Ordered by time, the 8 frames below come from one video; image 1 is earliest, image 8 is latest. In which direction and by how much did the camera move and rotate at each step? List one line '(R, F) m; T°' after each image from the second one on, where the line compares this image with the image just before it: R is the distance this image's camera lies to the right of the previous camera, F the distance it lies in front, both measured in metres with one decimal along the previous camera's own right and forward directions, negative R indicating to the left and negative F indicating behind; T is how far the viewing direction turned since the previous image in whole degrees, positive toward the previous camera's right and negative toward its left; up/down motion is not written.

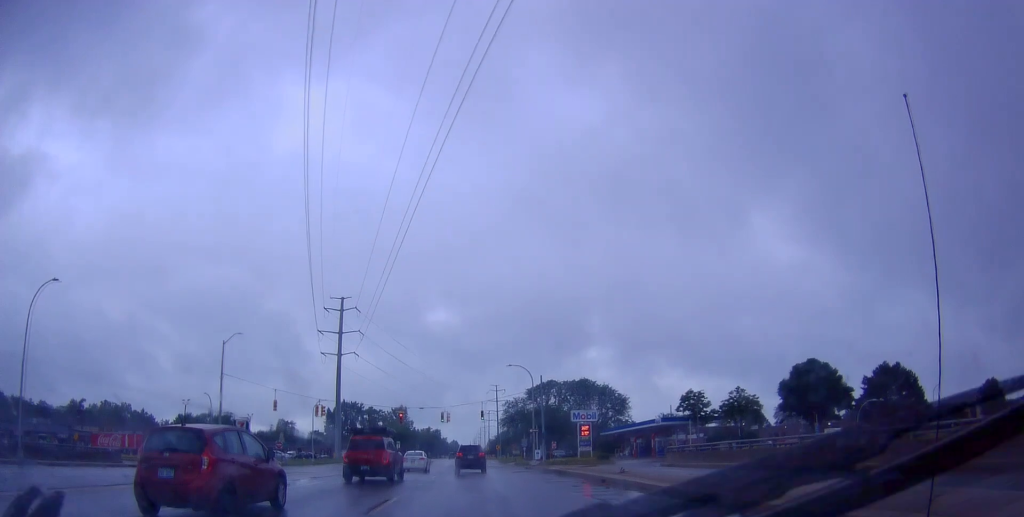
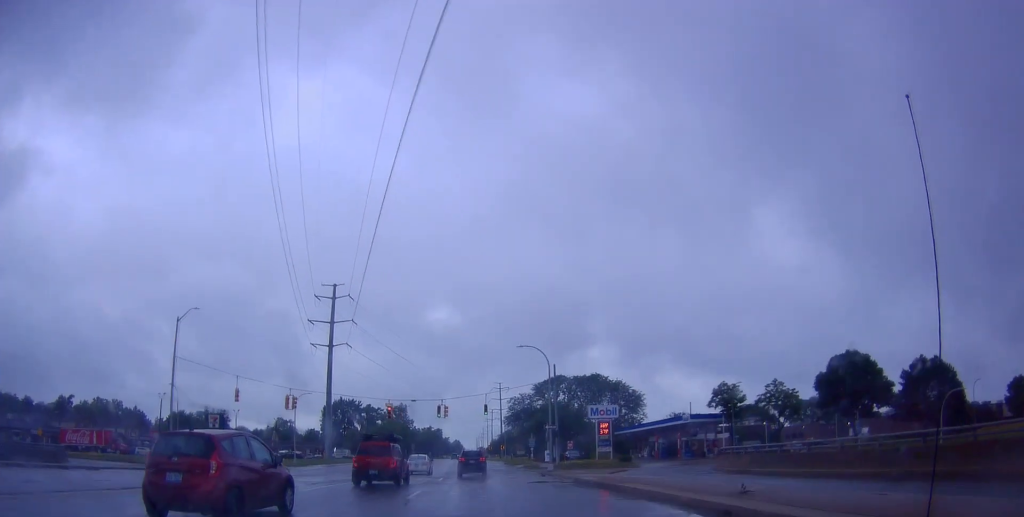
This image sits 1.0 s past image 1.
(-1.0, +9.2) m; -2°
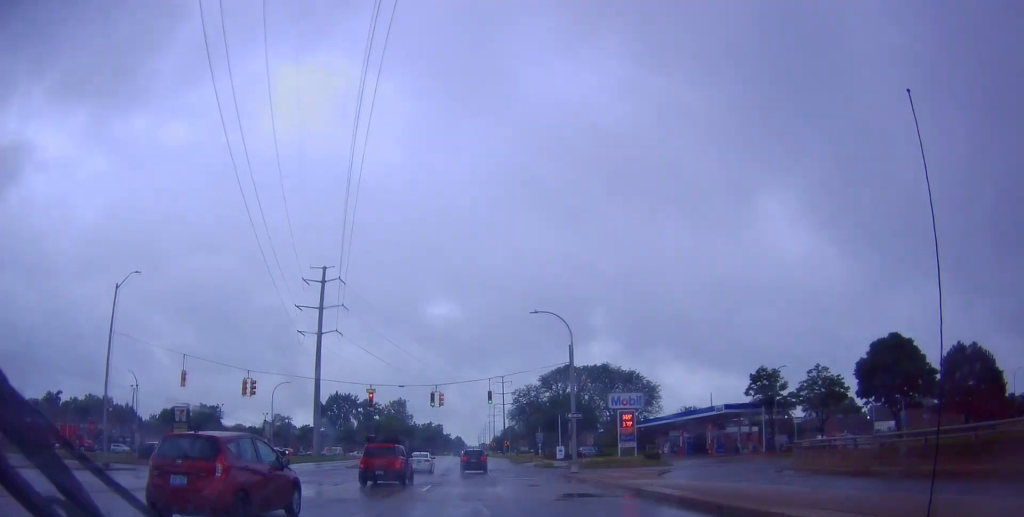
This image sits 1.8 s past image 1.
(+0.6, +8.9) m; -2°
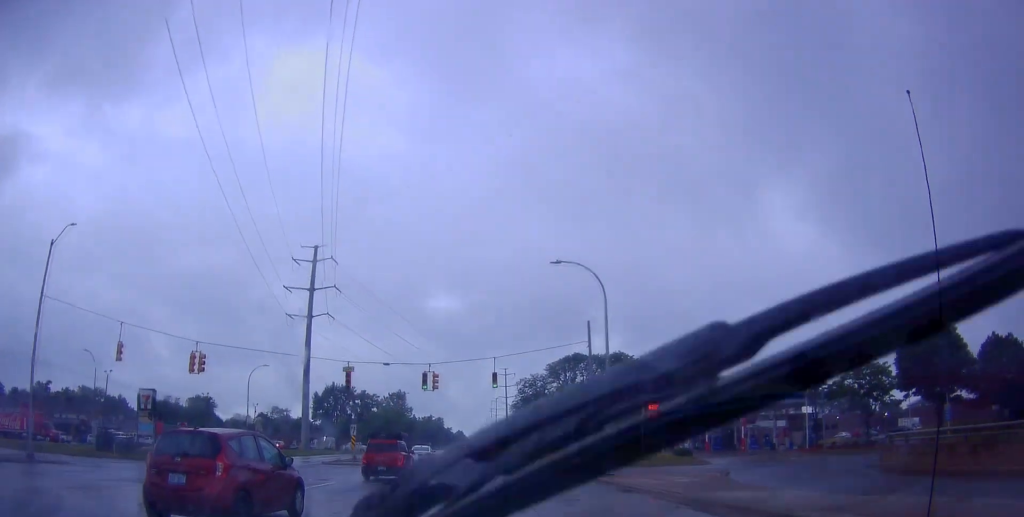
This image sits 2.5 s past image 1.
(-0.3, +7.8) m; -1°
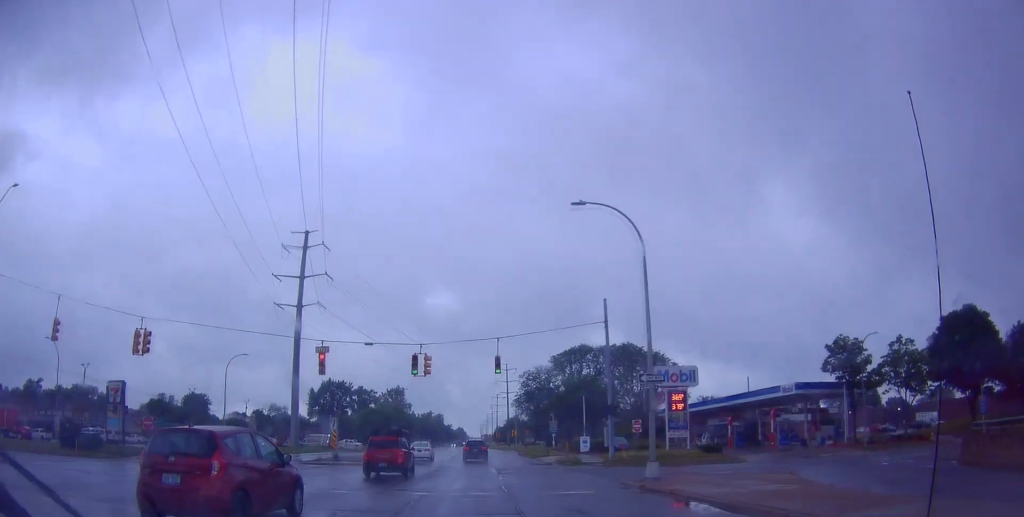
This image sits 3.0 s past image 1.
(-0.7, +5.8) m; 0°
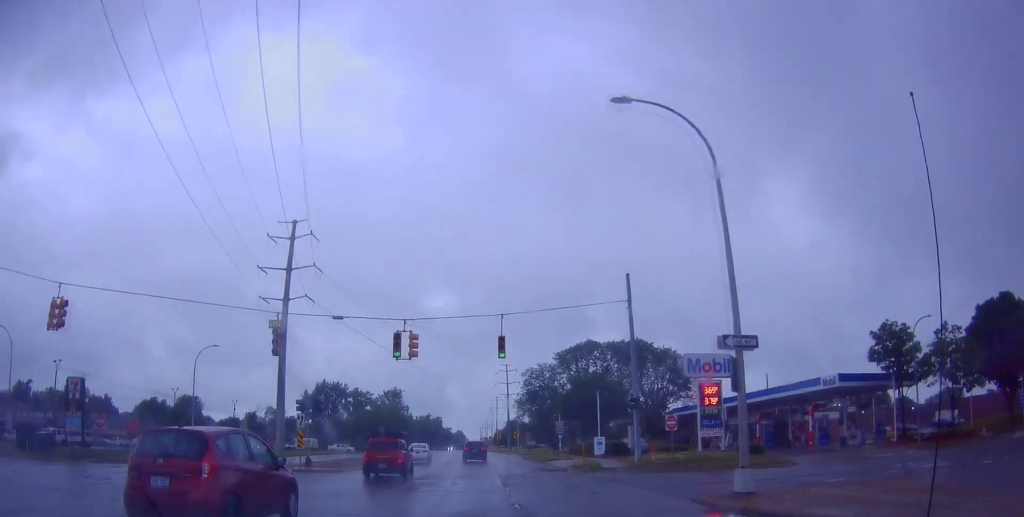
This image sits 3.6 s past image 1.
(+0.5, +6.6) m; +1°
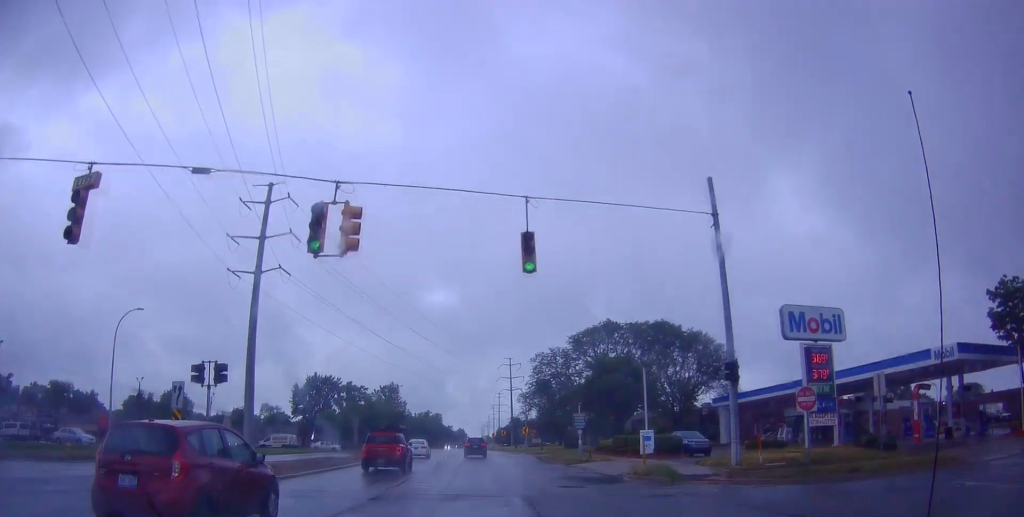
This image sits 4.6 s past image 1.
(+0.4, +12.8) m; +1°
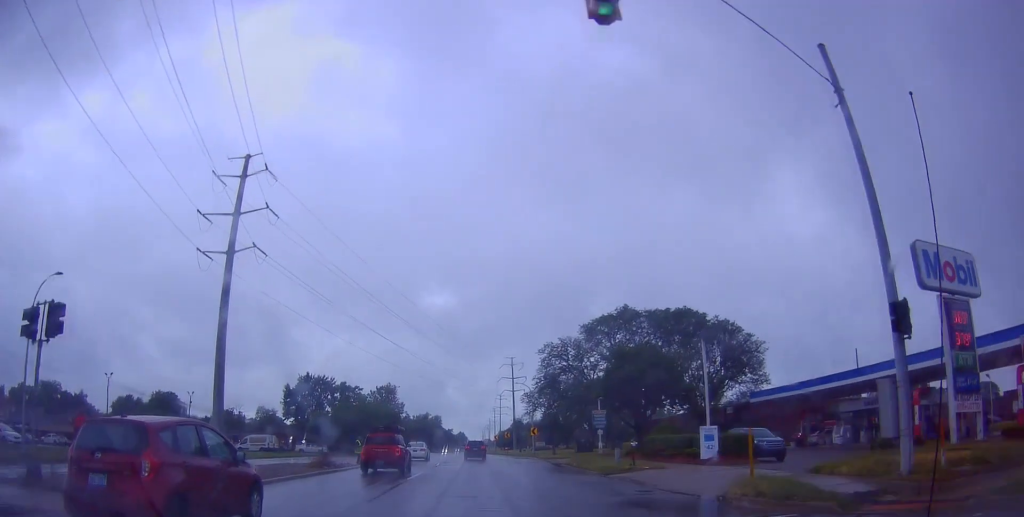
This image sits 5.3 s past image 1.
(-0.3, +9.3) m; -1°
